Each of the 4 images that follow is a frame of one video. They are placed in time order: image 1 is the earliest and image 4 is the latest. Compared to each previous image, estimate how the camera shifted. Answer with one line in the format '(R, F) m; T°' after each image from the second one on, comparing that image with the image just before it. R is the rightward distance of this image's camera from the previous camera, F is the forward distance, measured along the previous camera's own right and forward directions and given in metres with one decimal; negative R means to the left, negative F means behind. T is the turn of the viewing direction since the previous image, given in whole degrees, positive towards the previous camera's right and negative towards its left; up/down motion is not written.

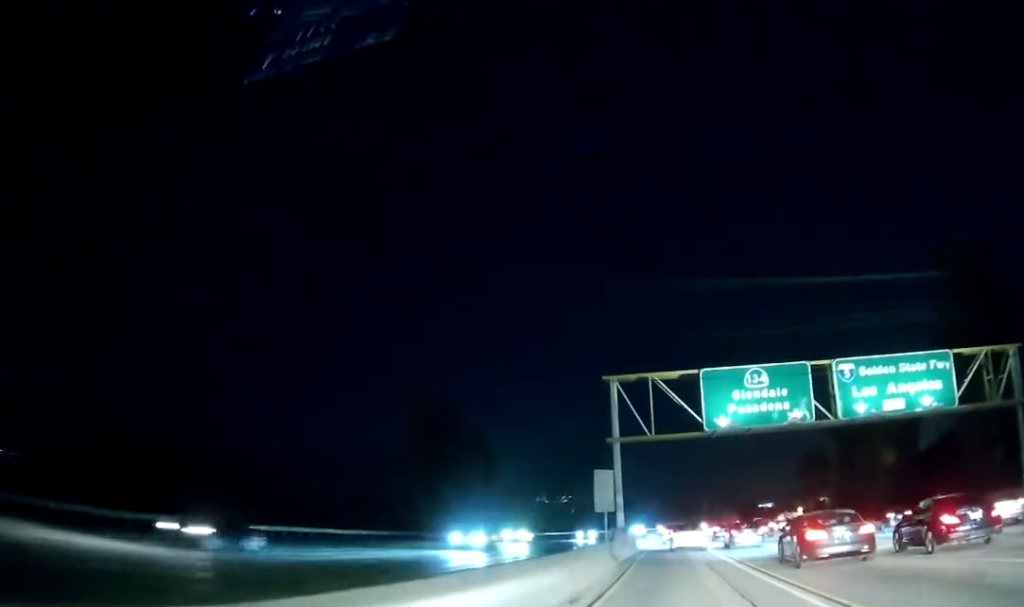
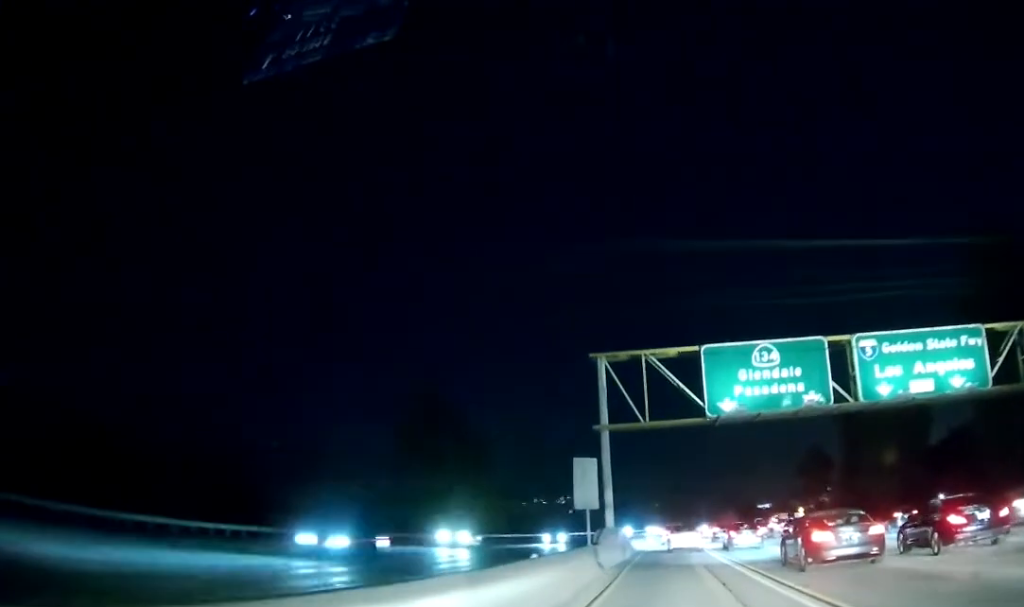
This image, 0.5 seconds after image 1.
(0.0, +4.7) m; 0°
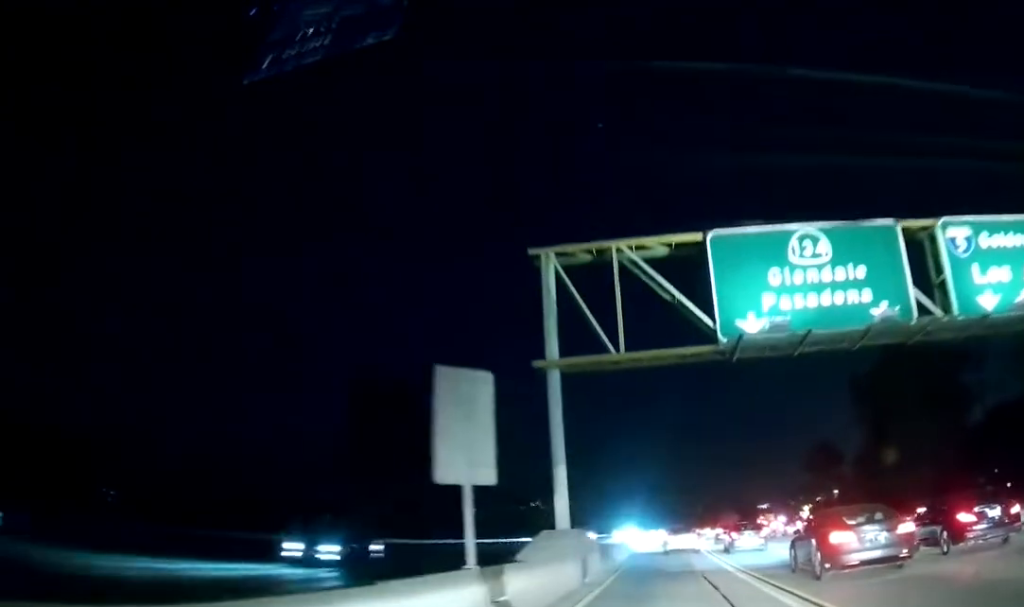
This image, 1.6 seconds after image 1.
(0.0, +11.7) m; 0°
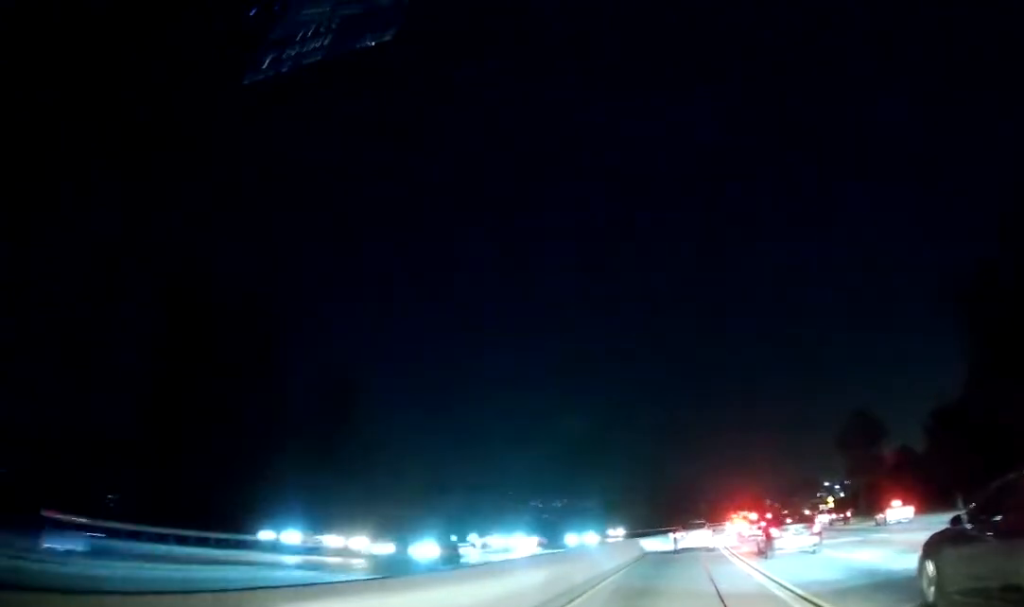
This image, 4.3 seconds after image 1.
(0.0, +29.4) m; 0°
